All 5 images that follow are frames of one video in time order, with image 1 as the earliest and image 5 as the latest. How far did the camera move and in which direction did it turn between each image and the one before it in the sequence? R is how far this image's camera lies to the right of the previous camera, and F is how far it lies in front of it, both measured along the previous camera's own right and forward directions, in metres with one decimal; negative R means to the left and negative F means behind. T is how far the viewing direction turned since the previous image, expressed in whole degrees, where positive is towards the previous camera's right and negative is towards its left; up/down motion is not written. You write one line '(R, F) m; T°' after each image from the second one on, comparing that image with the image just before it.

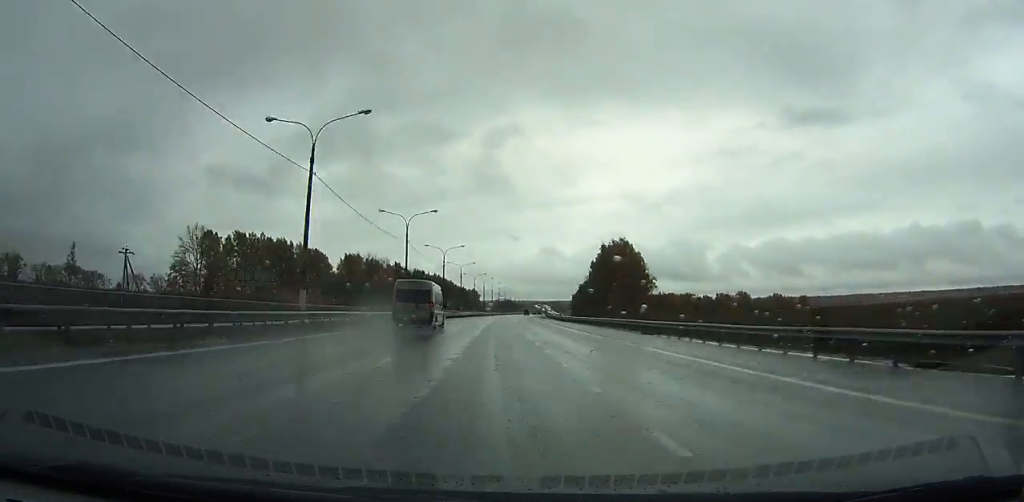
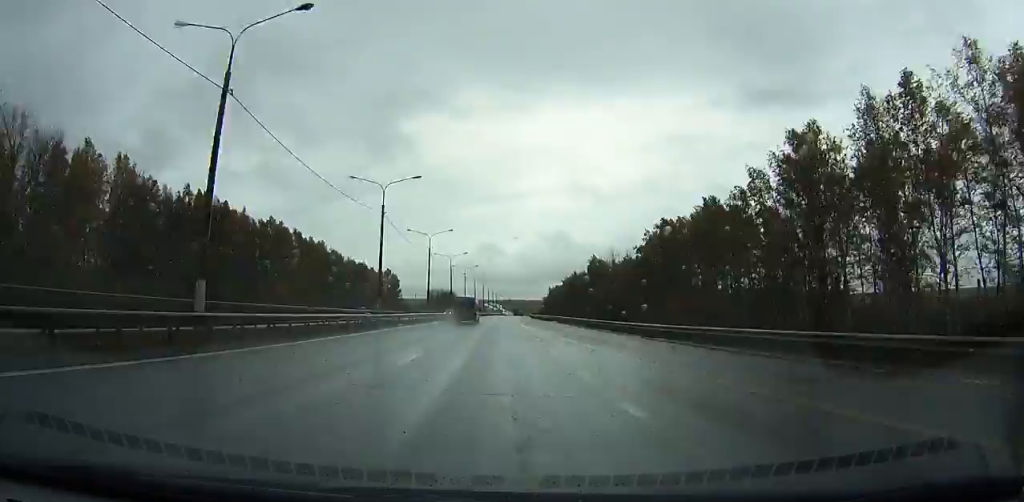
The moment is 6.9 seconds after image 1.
(+9.5, +189.8) m; +5°
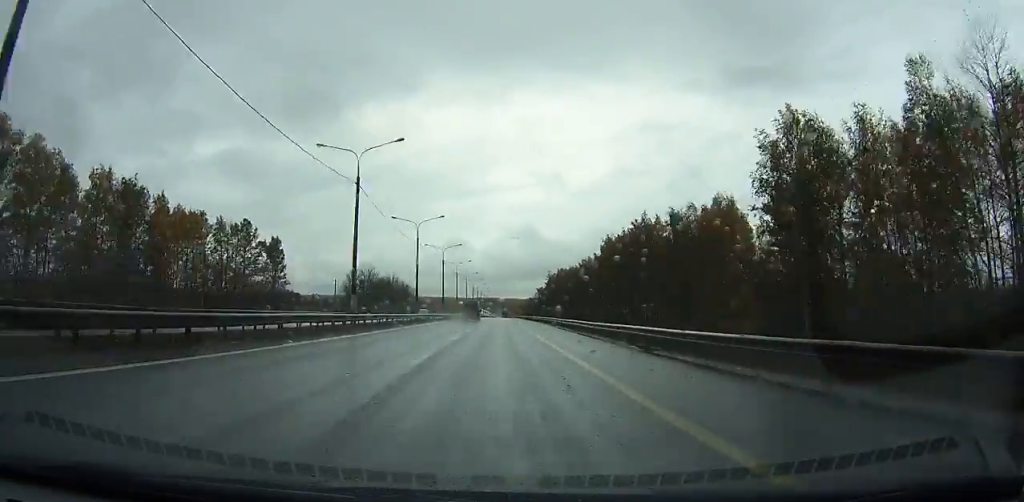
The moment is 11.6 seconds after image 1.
(+3.0, +130.5) m; +2°
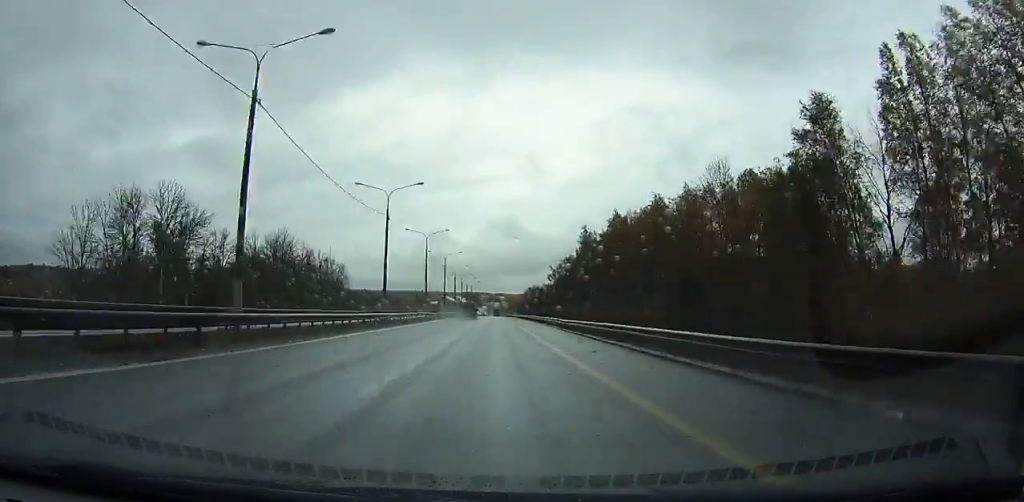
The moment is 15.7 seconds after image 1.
(+1.3, +114.5) m; +1°
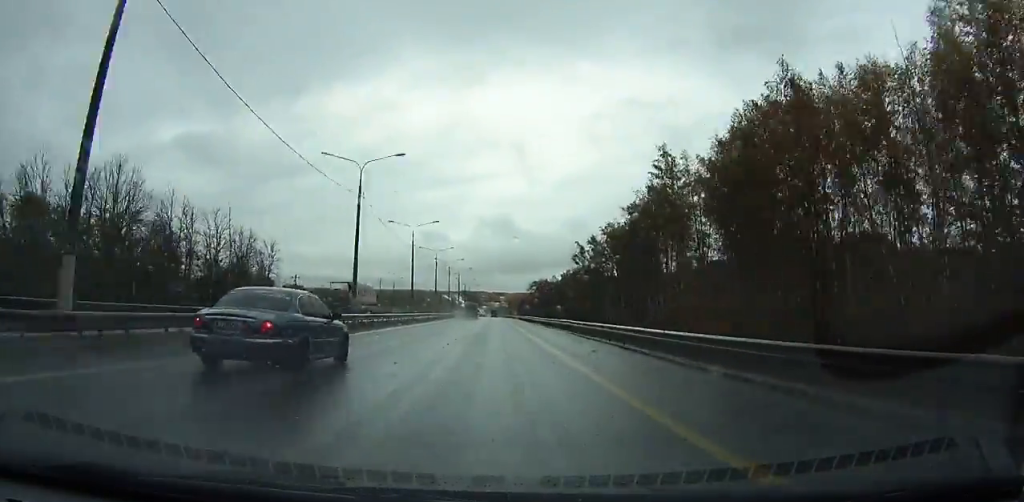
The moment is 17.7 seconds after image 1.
(+0.4, +56.3) m; 0°
